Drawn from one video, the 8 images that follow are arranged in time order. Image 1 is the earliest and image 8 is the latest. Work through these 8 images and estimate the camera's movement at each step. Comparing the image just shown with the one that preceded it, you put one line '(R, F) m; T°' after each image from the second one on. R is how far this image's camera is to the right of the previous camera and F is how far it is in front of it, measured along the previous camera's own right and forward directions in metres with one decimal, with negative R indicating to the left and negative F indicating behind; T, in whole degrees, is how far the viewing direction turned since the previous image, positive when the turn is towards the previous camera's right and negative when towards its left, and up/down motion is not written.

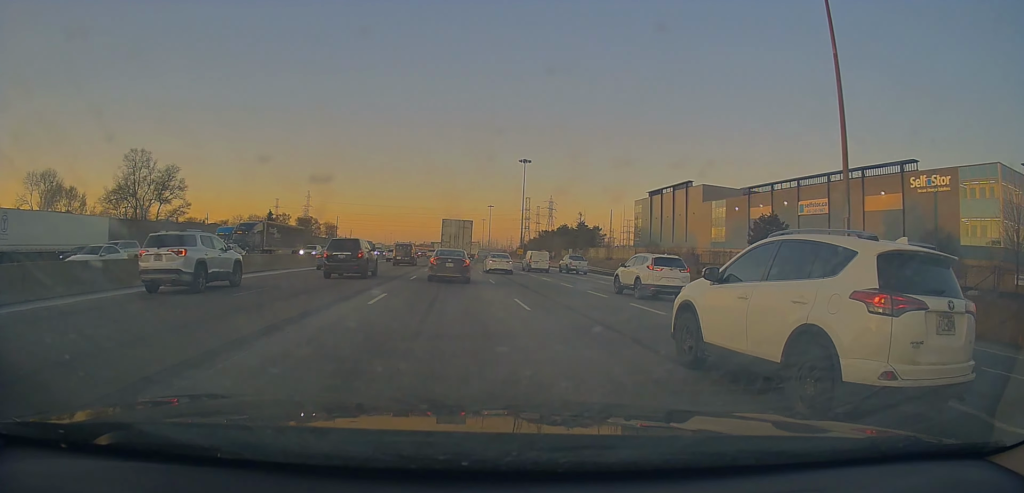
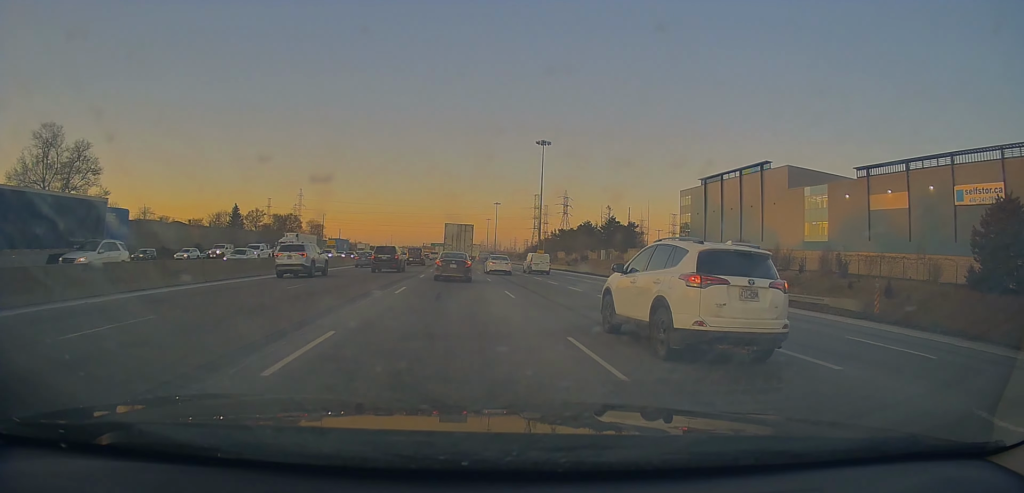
(-0.1, +31.0) m; +2°
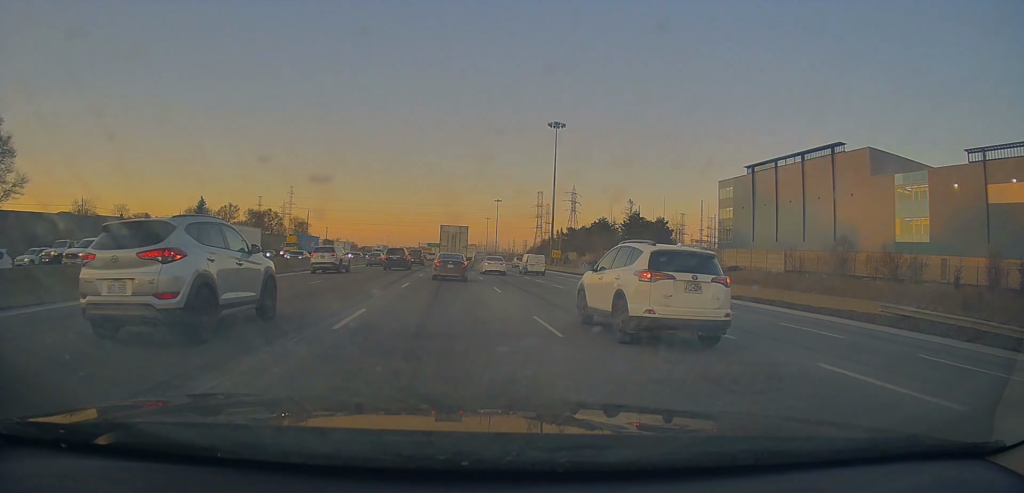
(+0.5, +19.8) m; 0°
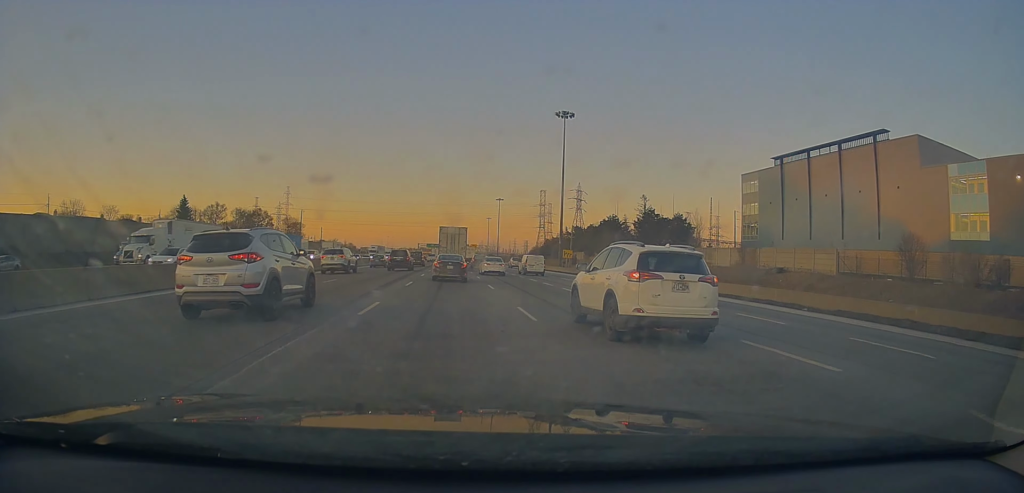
(-0.3, +8.7) m; -1°
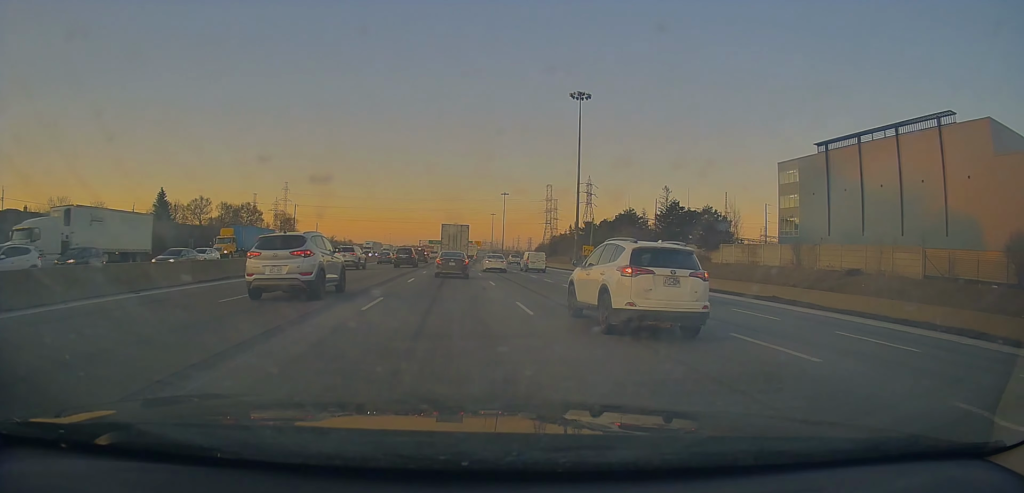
(0.0, +11.0) m; 0°
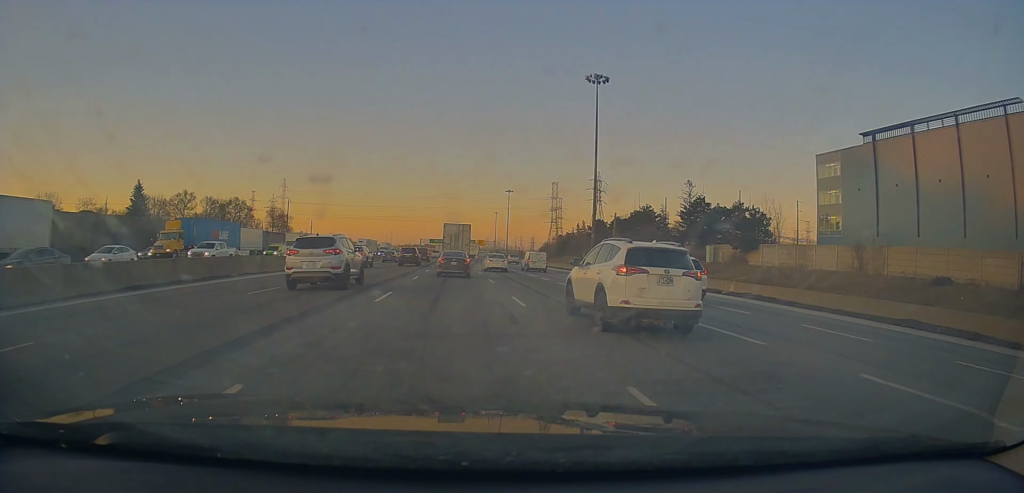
(0.0, +9.8) m; 0°
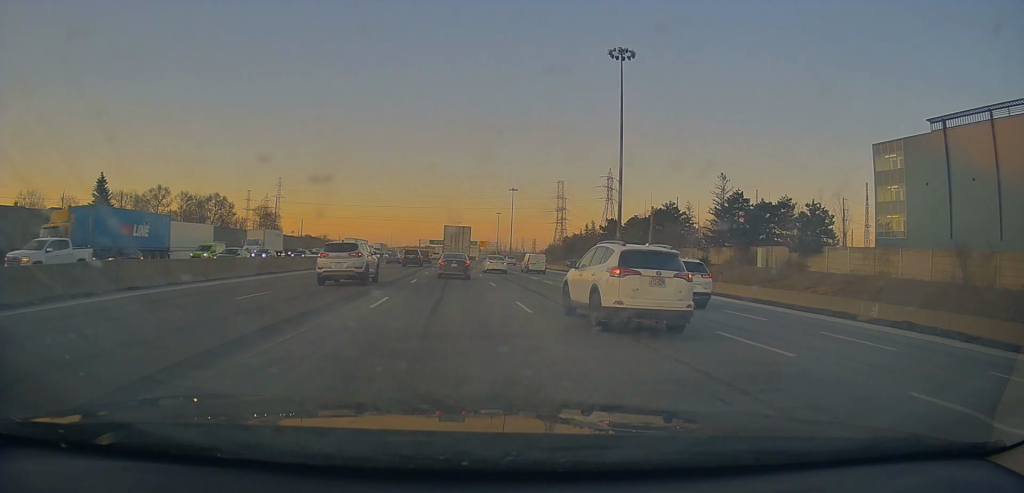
(0.0, +12.9) m; 0°
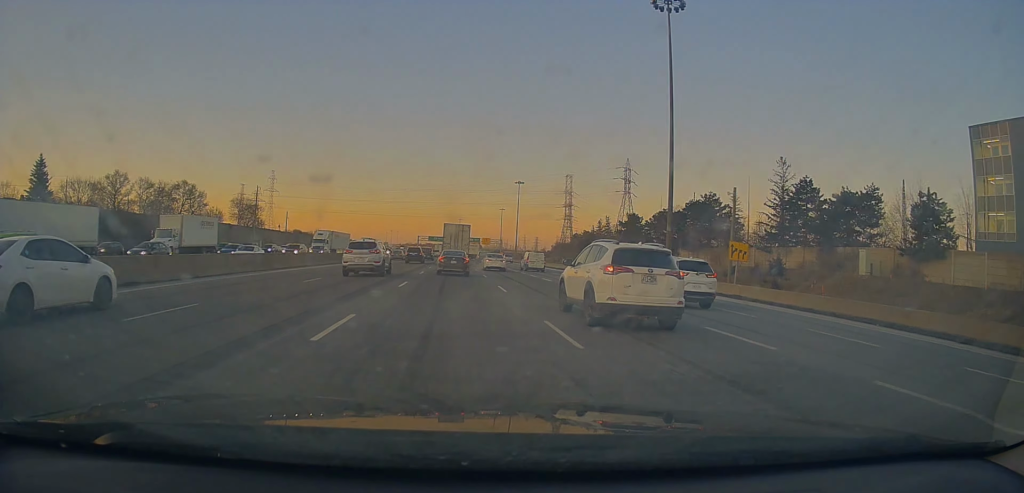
(-0.1, +17.2) m; 0°
